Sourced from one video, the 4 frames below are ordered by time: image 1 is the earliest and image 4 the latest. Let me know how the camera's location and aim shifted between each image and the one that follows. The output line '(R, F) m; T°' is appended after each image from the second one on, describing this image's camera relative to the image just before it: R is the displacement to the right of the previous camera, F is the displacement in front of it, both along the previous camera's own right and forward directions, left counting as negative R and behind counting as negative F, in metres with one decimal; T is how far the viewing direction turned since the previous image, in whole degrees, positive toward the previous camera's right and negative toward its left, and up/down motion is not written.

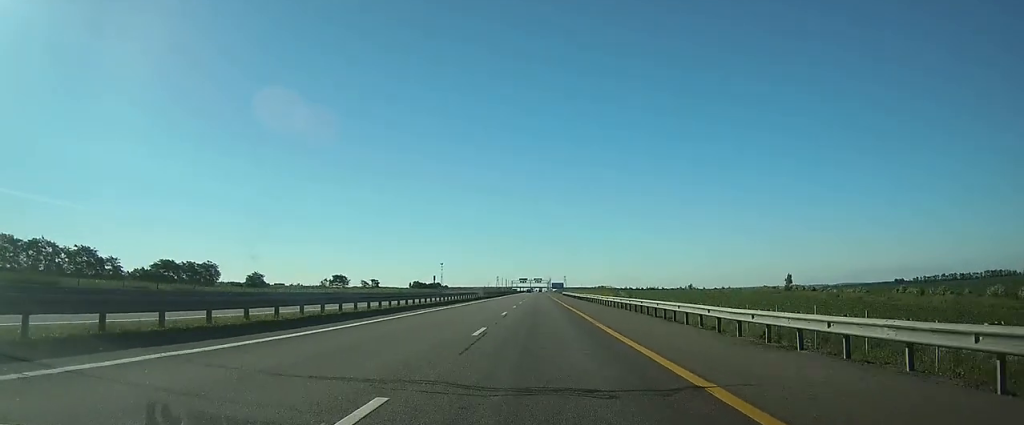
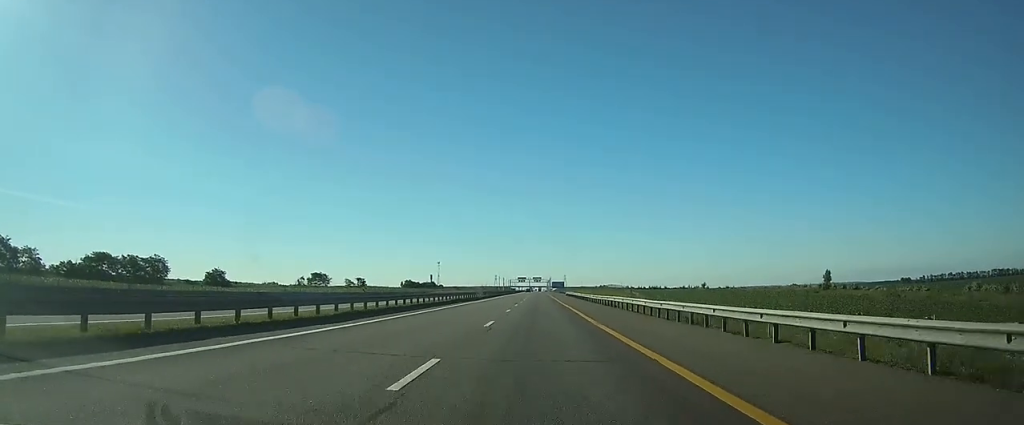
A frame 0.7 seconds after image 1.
(0.0, +20.5) m; 0°
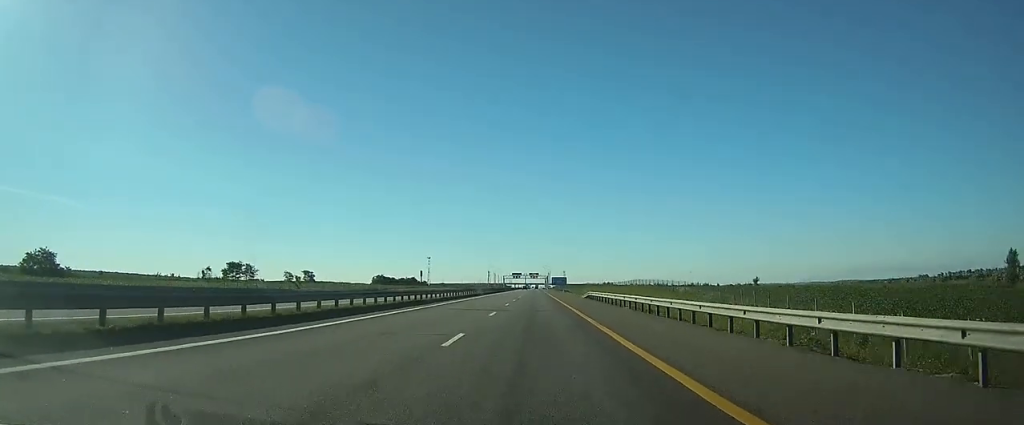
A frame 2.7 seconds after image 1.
(0.0, +55.1) m; 0°
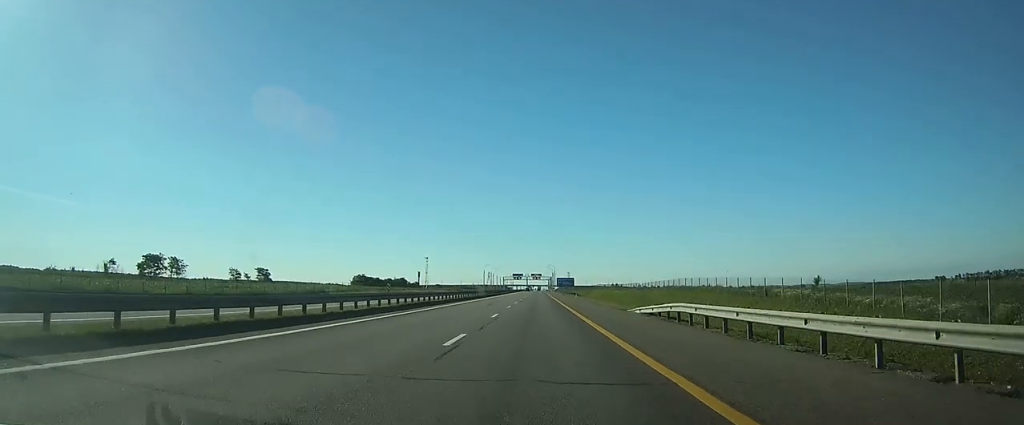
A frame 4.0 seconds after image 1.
(0.0, +35.4) m; 0°
